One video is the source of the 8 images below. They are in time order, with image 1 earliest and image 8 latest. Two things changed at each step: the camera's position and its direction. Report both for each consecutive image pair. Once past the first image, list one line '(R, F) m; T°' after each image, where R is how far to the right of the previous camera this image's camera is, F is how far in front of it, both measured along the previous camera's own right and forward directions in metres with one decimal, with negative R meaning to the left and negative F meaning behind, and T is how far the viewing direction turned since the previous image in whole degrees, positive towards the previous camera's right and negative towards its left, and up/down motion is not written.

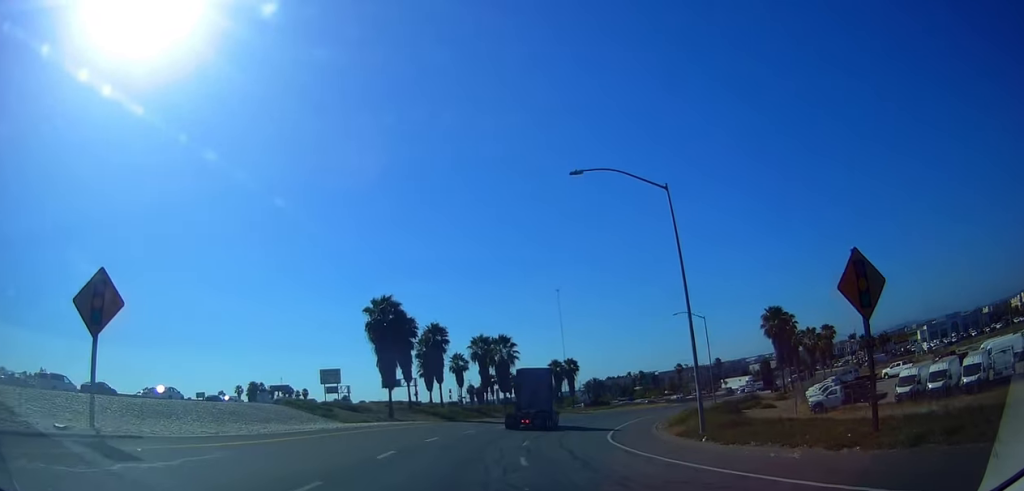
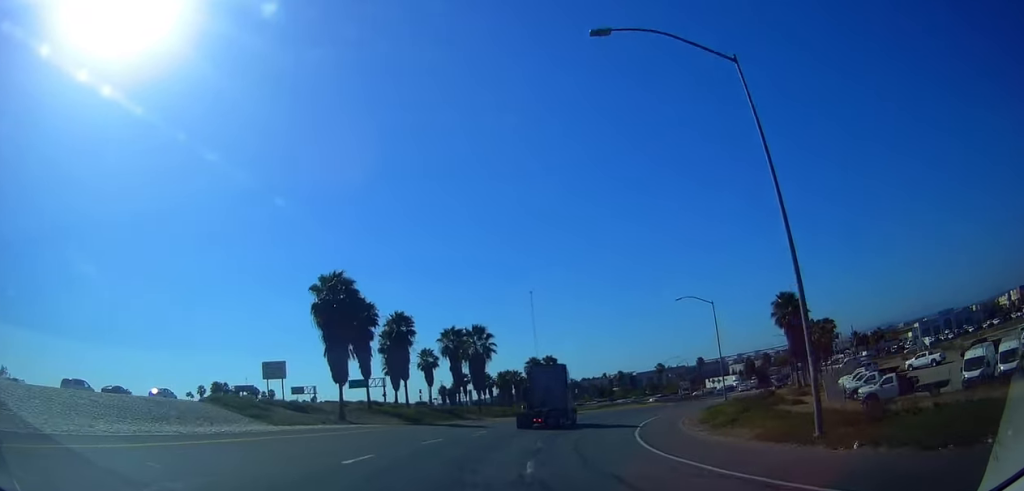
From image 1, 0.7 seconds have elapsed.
(-0.1, +11.3) m; +1°
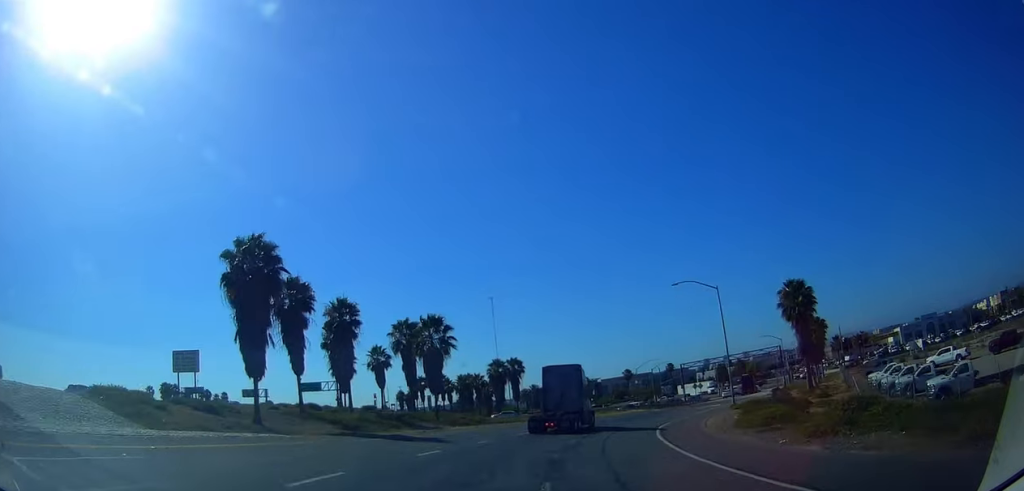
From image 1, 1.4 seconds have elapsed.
(+0.3, +11.6) m; +3°
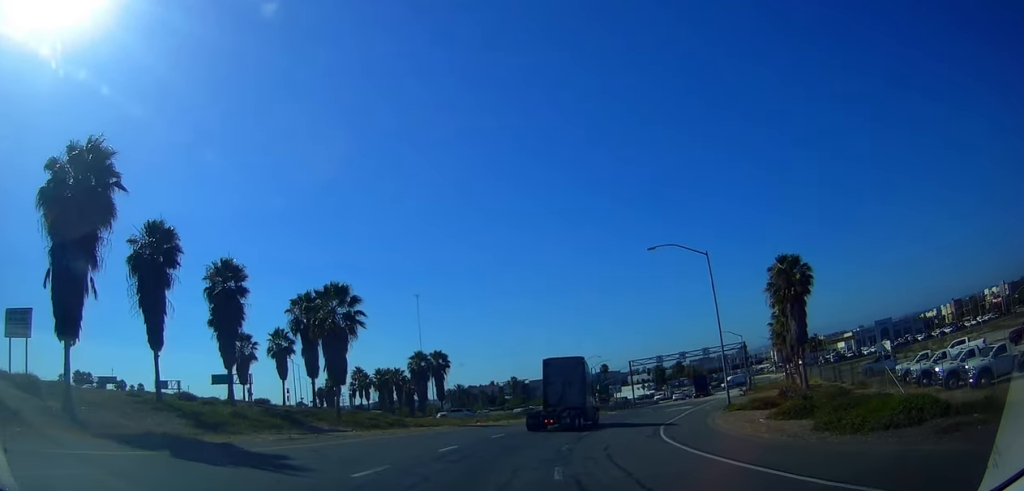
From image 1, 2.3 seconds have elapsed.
(+0.5, +14.0) m; +4°
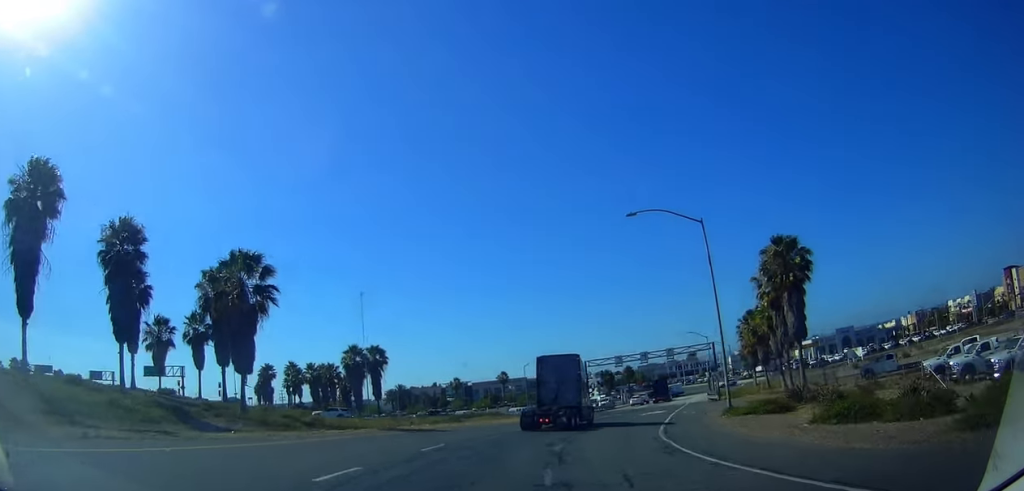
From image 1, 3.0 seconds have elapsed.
(+0.3, +9.4) m; +4°
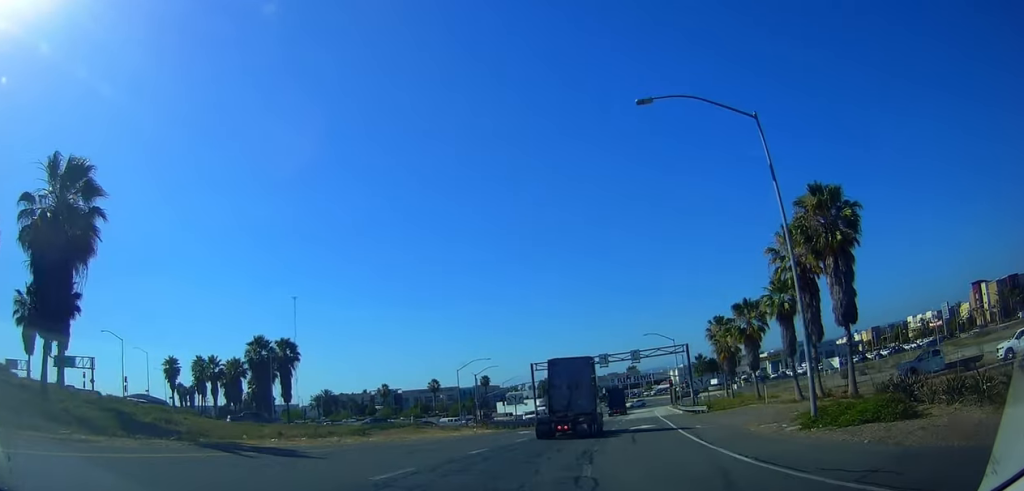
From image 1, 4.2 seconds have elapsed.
(+1.2, +16.0) m; +8°
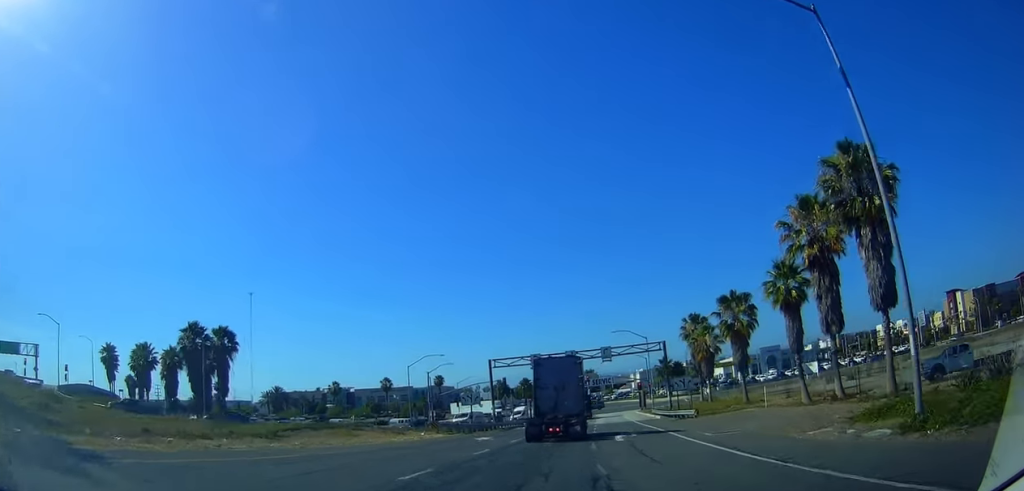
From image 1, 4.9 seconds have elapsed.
(+0.3, +8.4) m; +4°
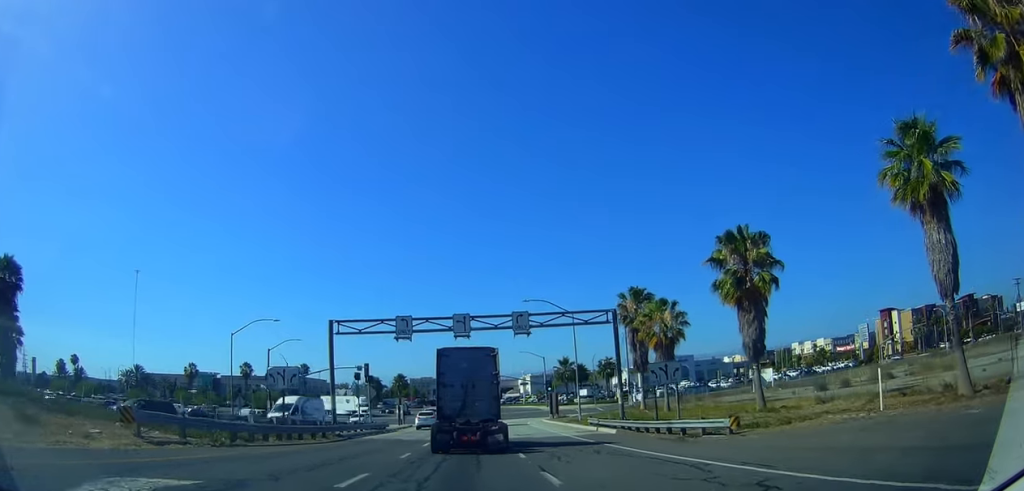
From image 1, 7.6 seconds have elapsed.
(+4.0, +27.4) m; +17°
